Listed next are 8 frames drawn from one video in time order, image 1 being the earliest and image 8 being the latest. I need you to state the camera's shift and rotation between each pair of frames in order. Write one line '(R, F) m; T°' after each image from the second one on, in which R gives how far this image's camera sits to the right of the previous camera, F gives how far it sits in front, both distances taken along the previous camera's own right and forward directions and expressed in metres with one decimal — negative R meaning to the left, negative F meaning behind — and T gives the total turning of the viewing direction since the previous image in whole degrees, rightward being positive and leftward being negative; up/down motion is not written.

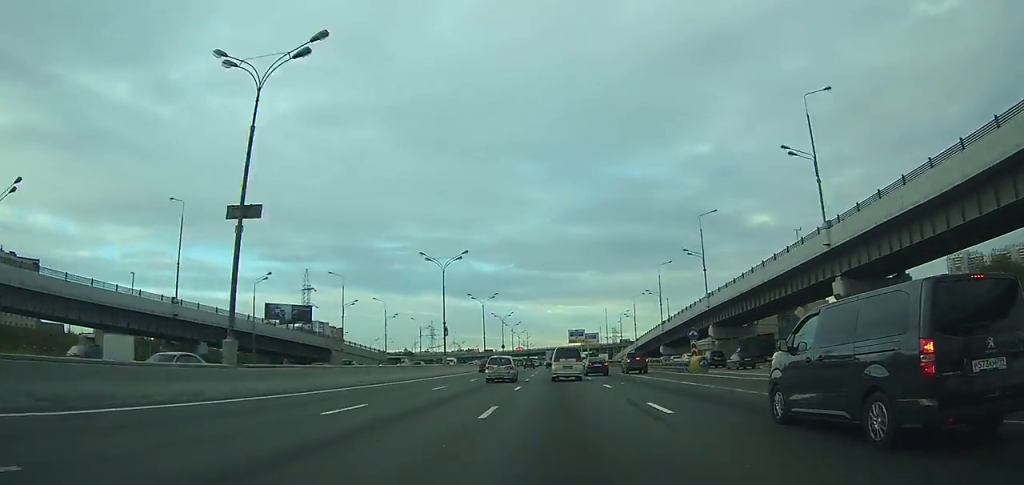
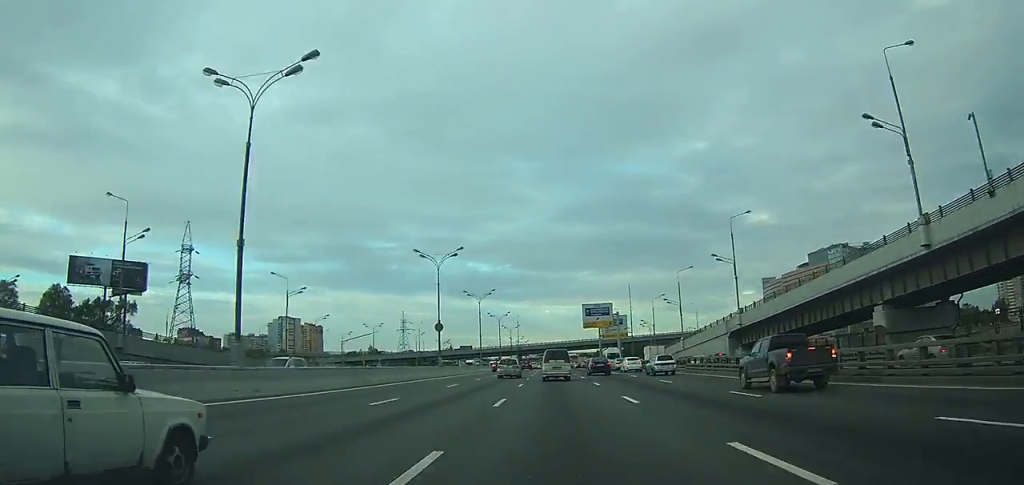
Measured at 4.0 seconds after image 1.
(-0.1, +82.5) m; 0°
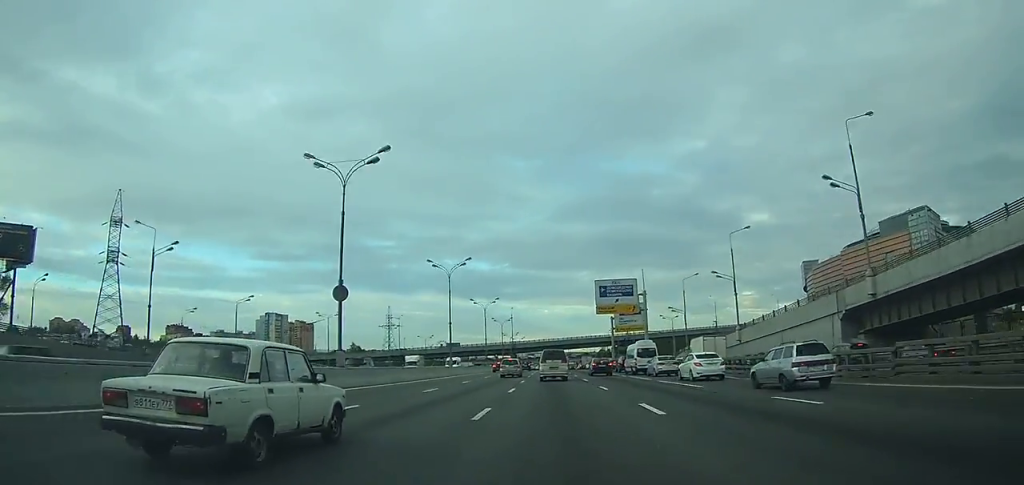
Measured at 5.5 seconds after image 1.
(-0.1, +29.1) m; 0°
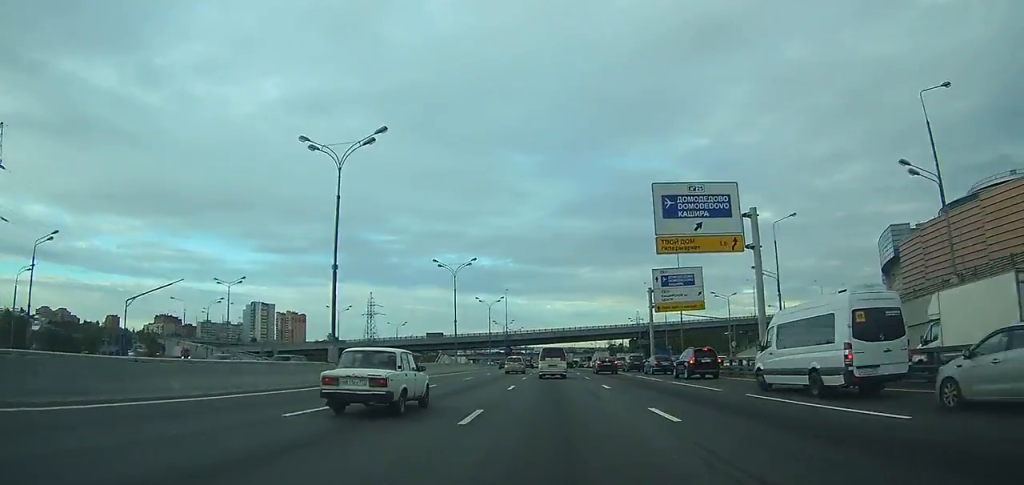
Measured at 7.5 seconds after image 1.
(0.0, +37.7) m; 0°
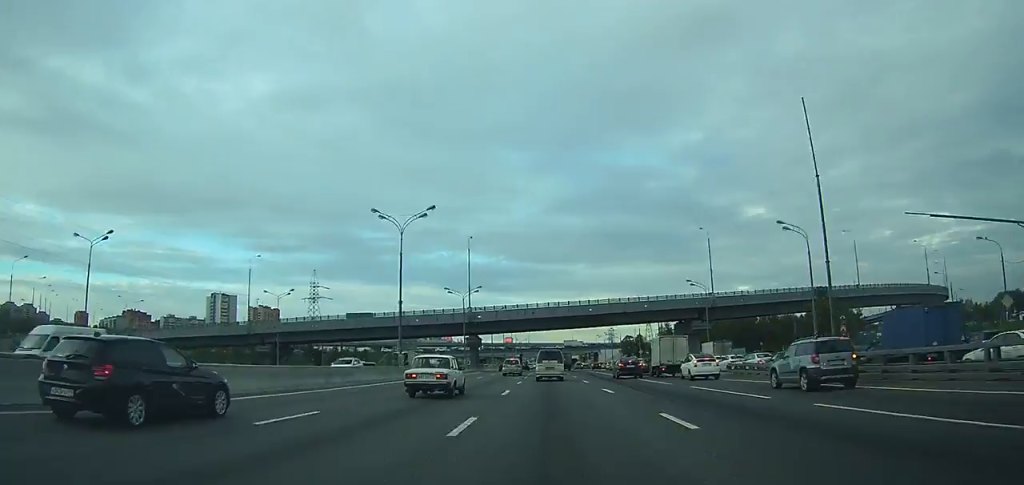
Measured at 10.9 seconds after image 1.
(-0.2, +62.8) m; 0°
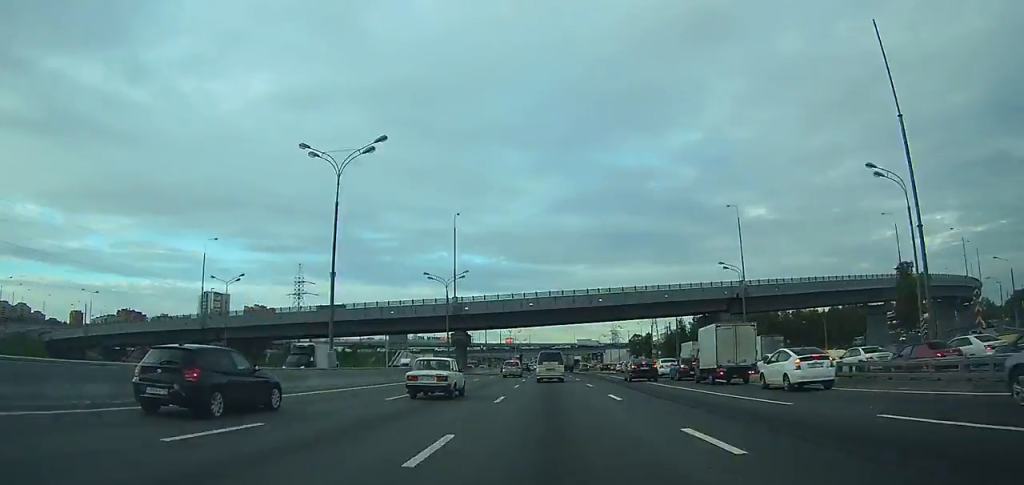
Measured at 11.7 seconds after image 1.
(-0.1, +15.3) m; 0°
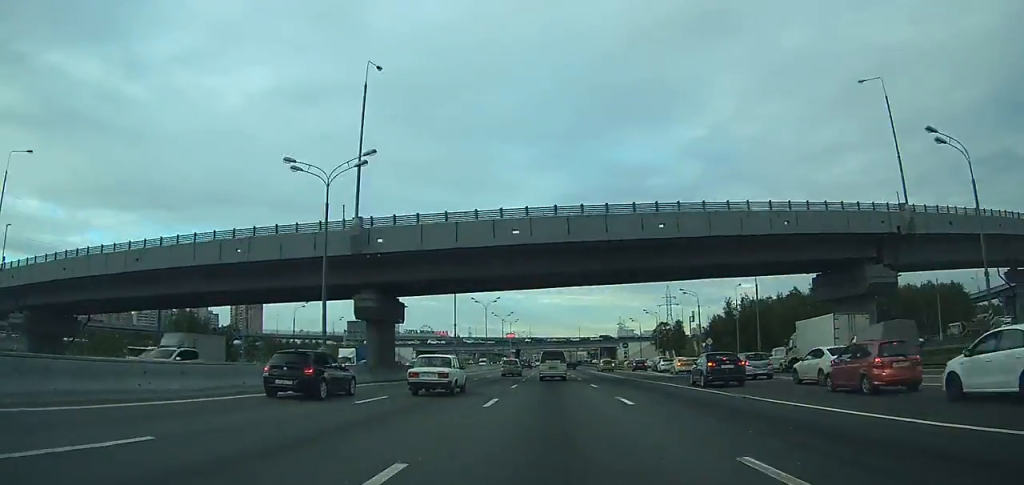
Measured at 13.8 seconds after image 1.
(+0.1, +39.4) m; 0°
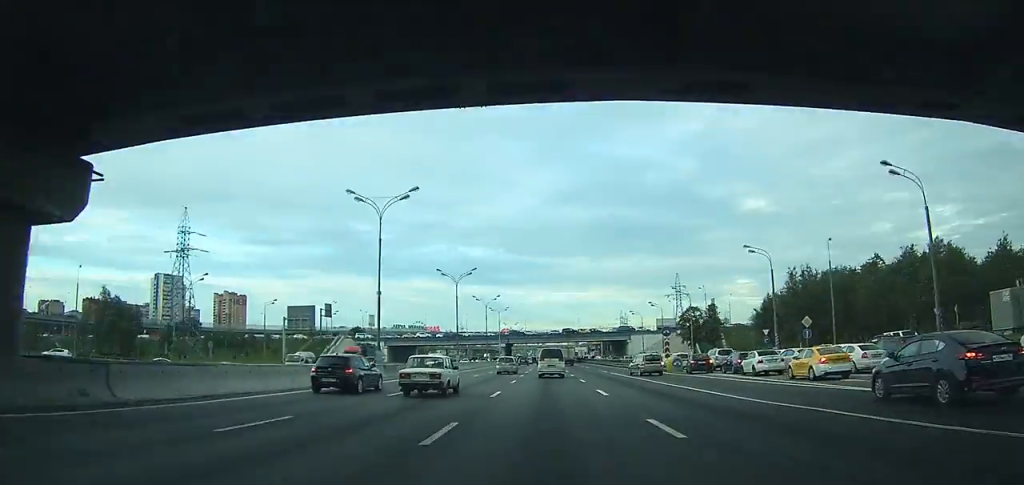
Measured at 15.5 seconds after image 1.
(+0.1, +31.0) m; 0°
